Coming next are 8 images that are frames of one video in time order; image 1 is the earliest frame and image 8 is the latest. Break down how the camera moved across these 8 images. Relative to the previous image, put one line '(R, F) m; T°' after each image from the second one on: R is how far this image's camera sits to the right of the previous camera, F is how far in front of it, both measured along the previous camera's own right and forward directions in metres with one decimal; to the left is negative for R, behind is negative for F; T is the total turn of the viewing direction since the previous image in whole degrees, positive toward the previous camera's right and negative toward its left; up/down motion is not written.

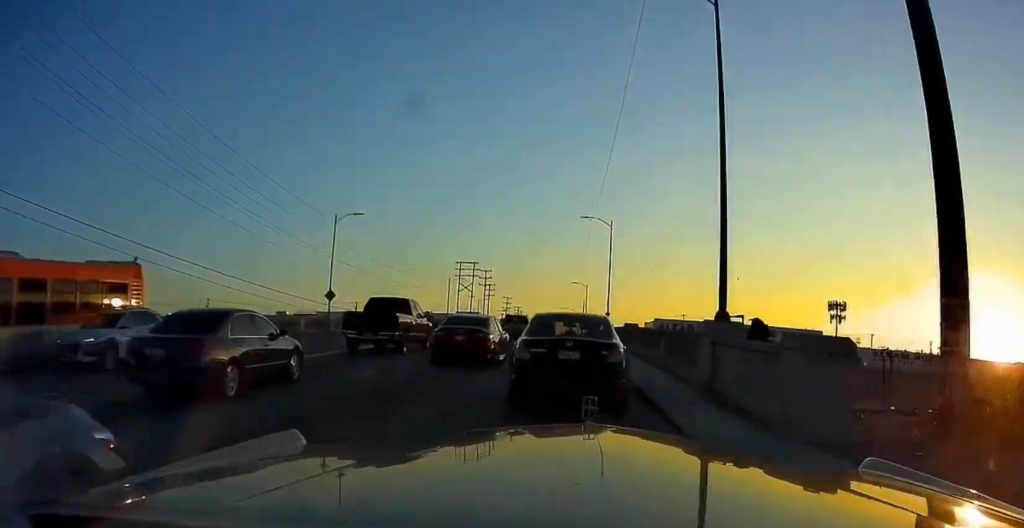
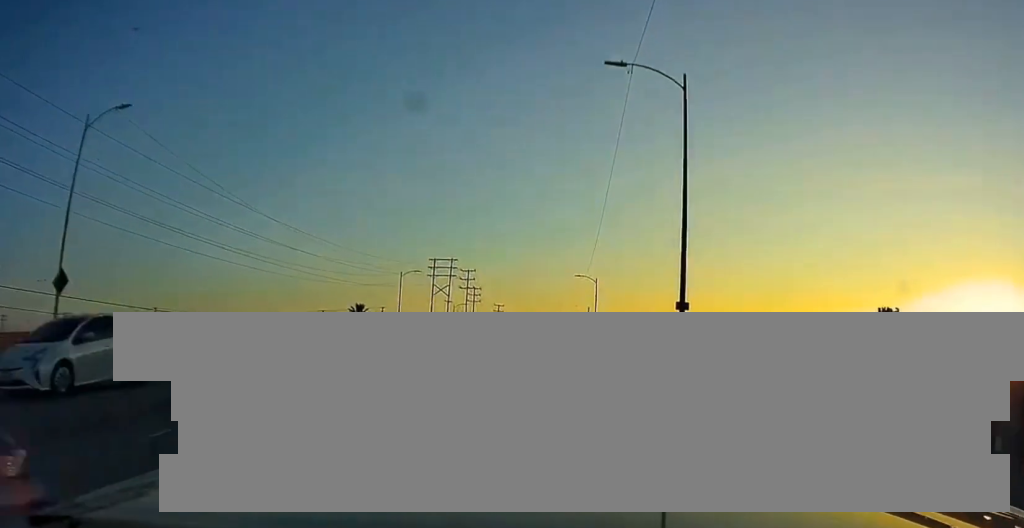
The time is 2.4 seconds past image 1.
(-0.3, +32.6) m; +1°
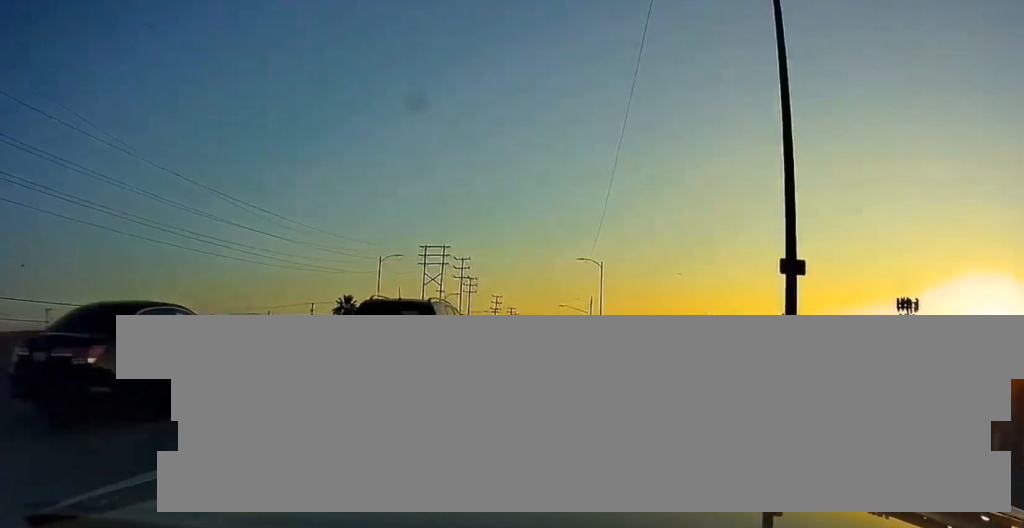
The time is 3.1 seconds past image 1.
(0.0, +9.3) m; +1°
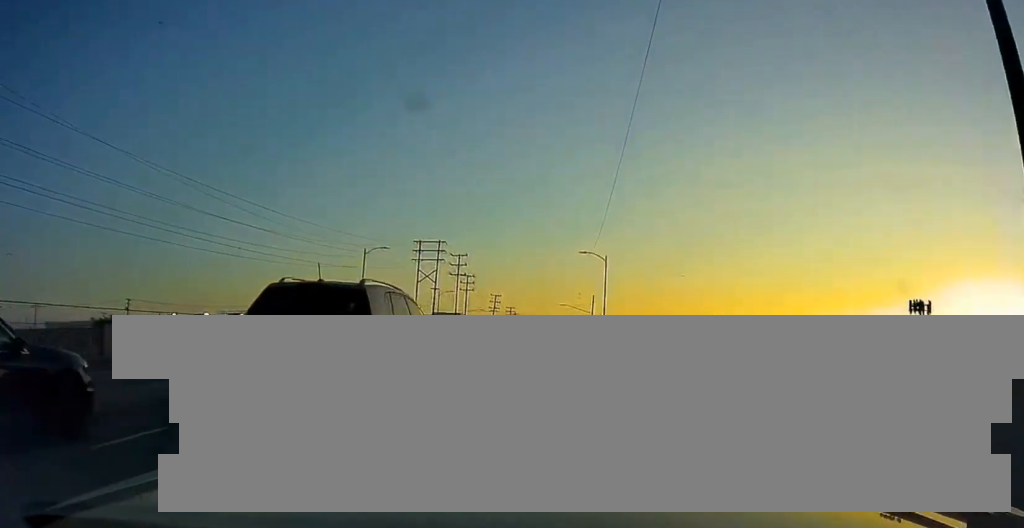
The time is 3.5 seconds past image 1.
(-0.1, +5.7) m; 0°
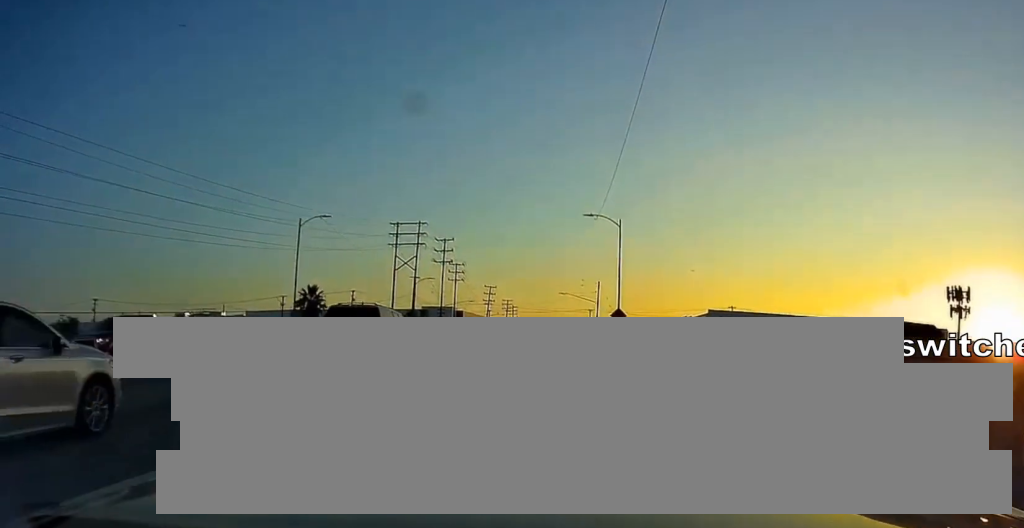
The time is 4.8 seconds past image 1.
(0.0, +15.9) m; -2°
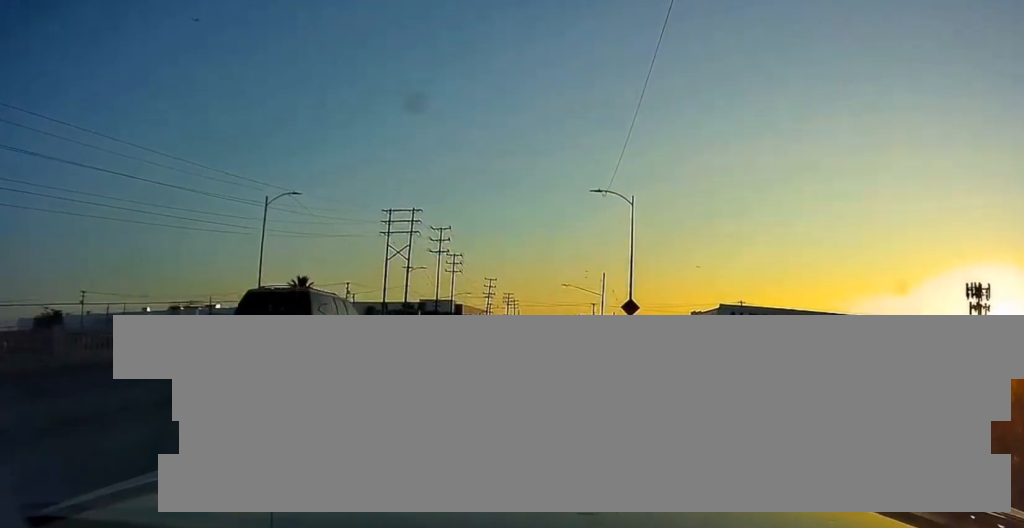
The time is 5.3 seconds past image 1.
(-0.3, +6.2) m; -1°
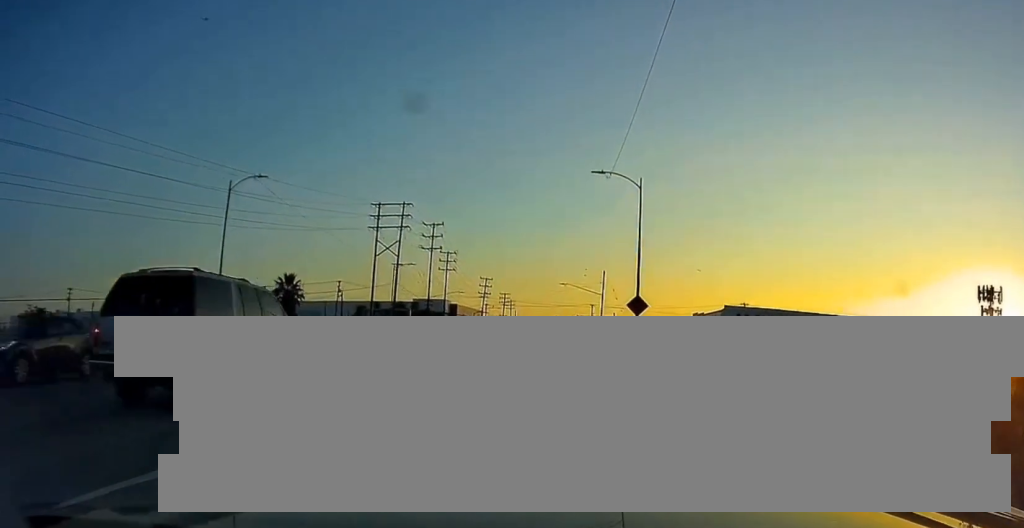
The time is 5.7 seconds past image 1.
(0.0, +4.9) m; 0°
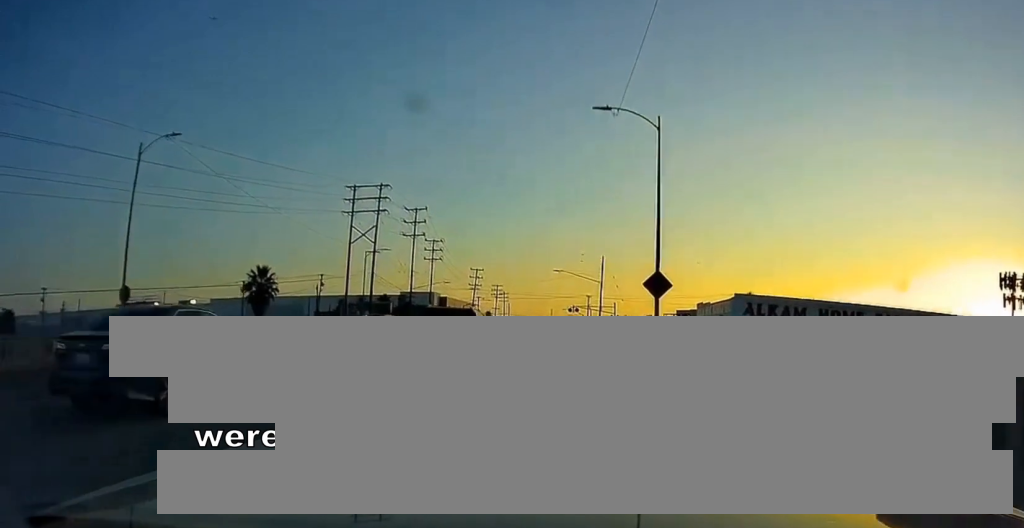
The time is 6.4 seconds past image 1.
(+0.3, +8.8) m; 0°
